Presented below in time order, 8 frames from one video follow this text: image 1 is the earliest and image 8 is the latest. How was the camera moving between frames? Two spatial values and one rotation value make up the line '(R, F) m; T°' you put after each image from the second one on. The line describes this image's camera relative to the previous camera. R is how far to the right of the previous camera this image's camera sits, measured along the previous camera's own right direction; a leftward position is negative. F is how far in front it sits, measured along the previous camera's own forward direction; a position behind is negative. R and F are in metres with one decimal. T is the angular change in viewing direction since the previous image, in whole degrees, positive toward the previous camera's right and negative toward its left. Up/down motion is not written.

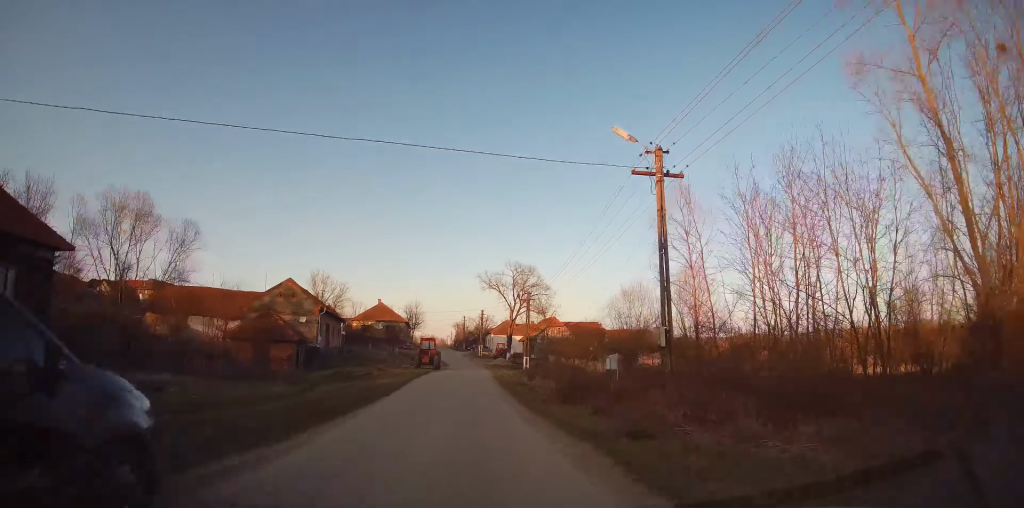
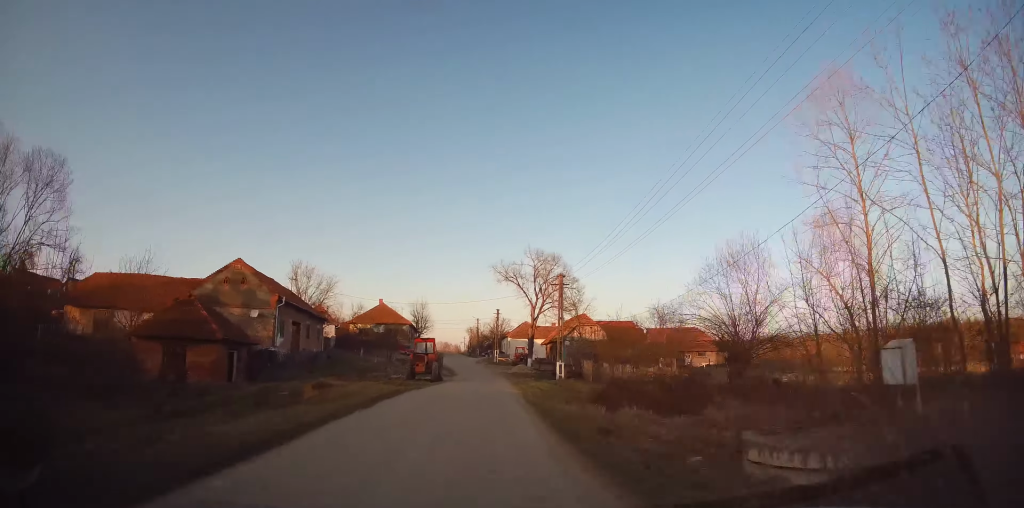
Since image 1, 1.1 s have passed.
(-0.1, +13.5) m; -1°
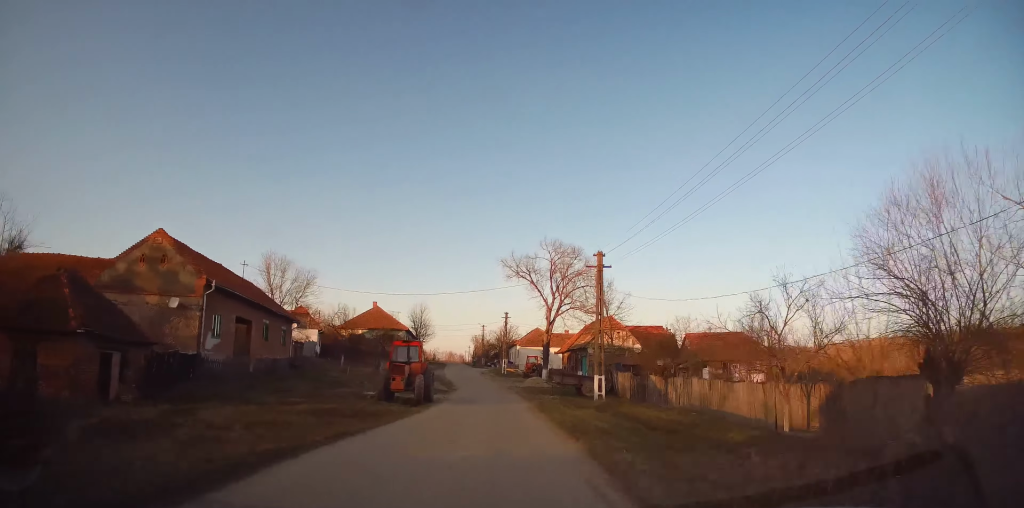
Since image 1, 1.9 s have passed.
(-0.1, +10.8) m; -1°
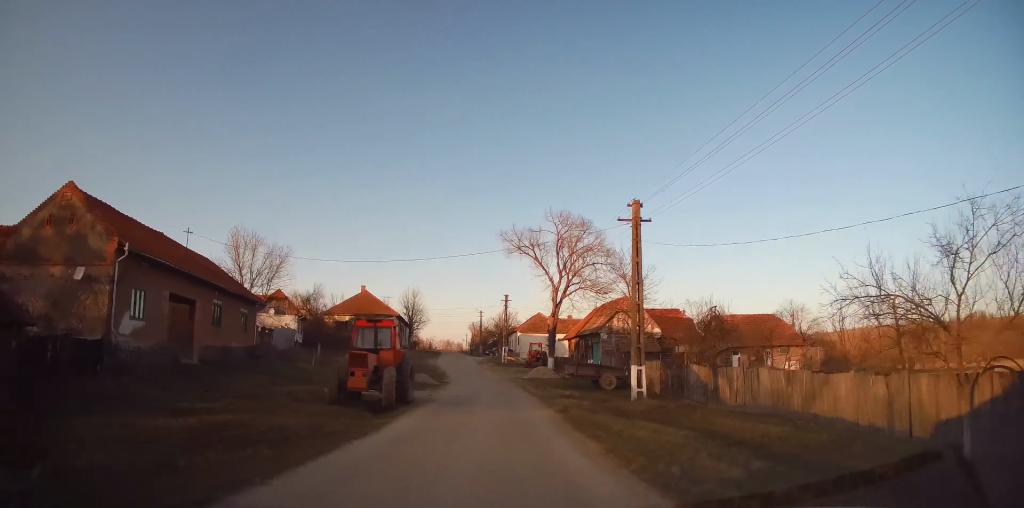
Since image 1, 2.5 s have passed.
(-0.1, +7.0) m; 0°
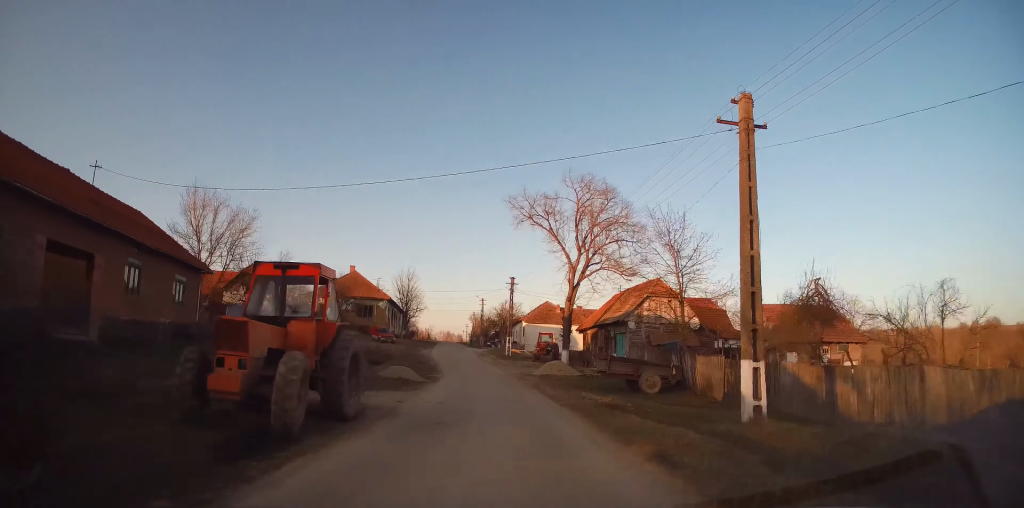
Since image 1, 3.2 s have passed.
(+0.1, +8.4) m; +1°
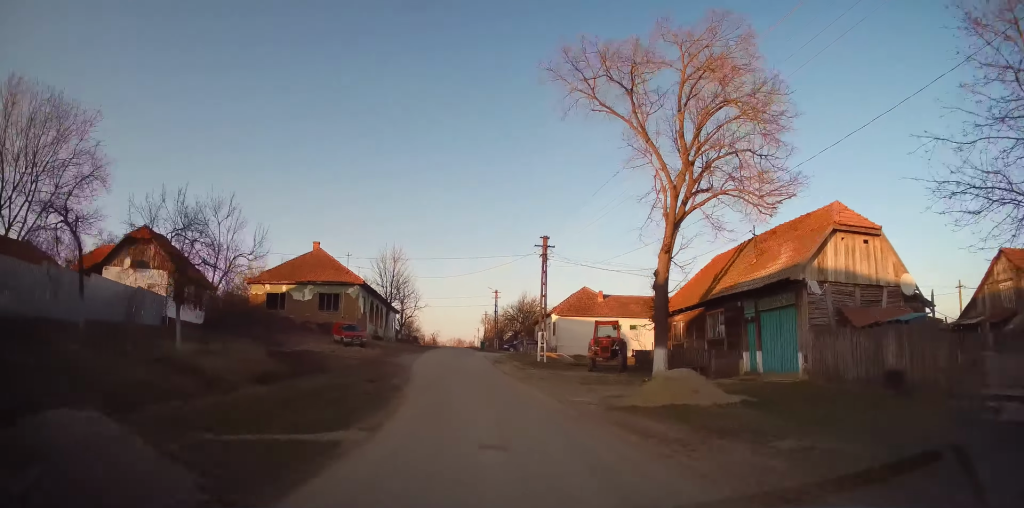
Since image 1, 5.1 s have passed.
(-0.2, +20.9) m; -2°
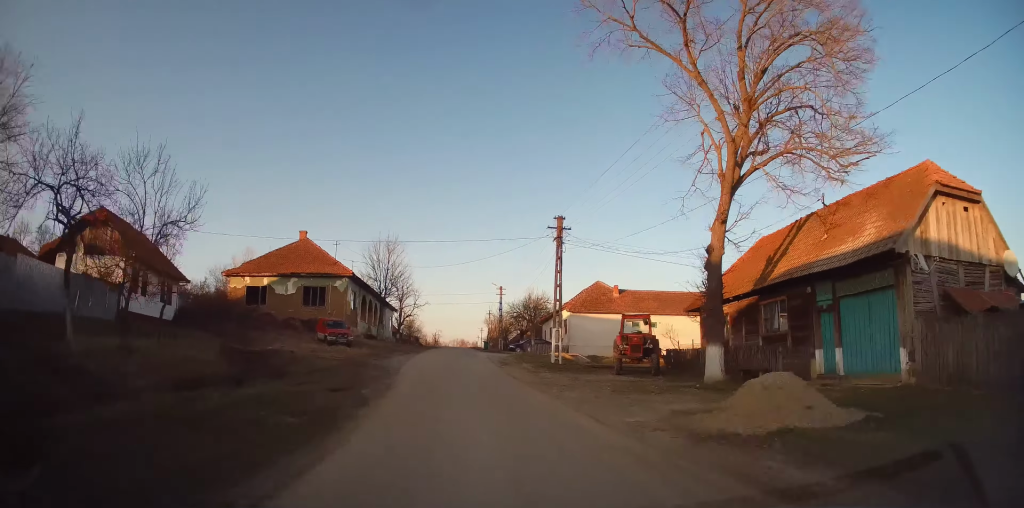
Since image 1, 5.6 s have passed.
(0.0, +5.1) m; -1°
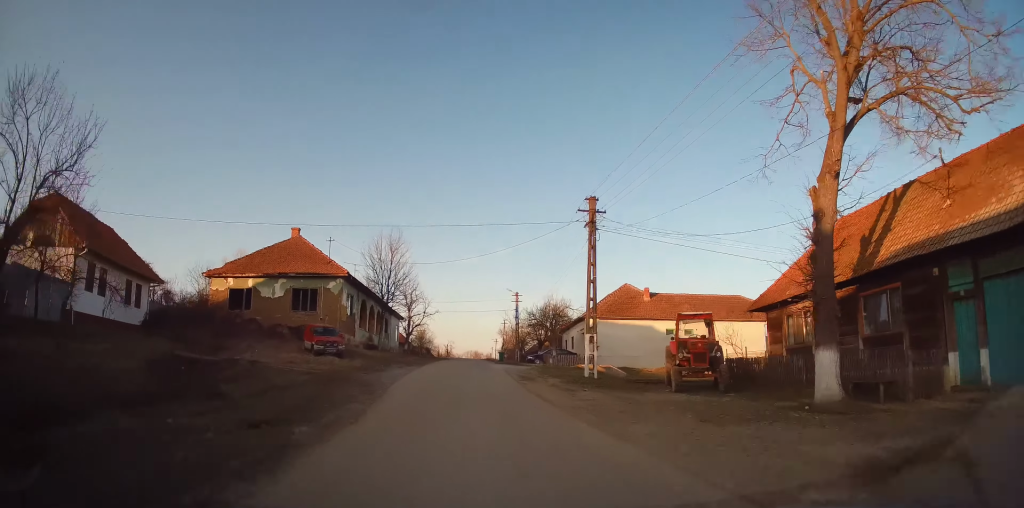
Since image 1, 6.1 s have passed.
(-0.1, +5.4) m; -1°
